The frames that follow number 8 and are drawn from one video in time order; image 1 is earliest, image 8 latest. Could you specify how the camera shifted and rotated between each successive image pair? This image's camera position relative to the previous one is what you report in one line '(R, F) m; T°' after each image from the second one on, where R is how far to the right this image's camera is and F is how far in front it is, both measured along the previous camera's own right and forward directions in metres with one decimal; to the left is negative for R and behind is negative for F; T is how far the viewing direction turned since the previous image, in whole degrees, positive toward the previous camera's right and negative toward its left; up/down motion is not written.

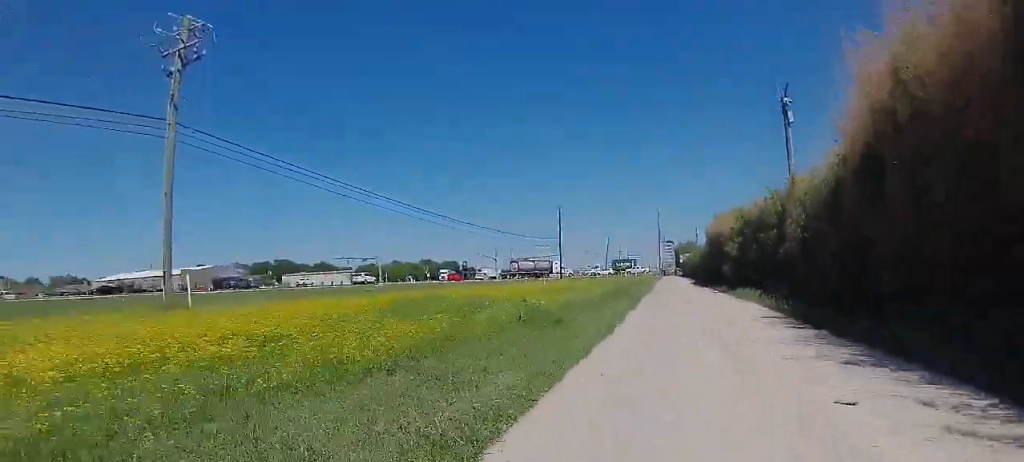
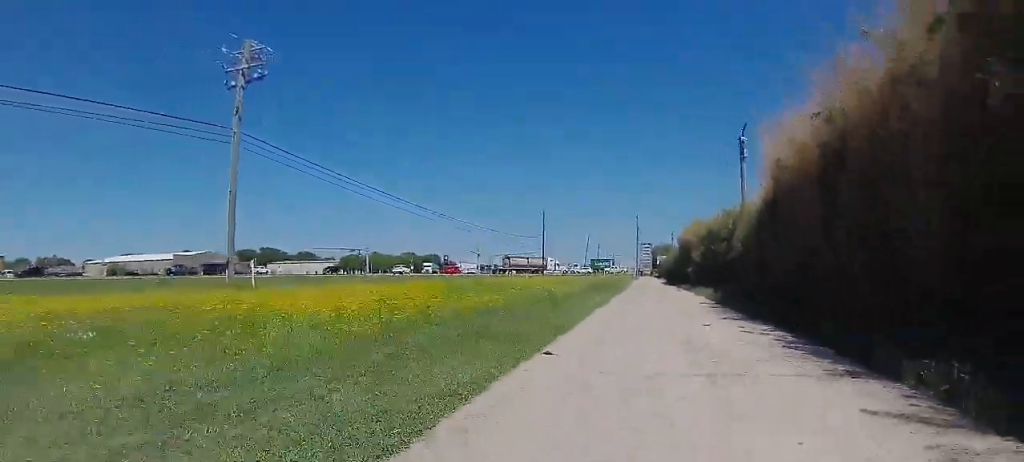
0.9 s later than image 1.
(-0.4, +5.1) m; 0°
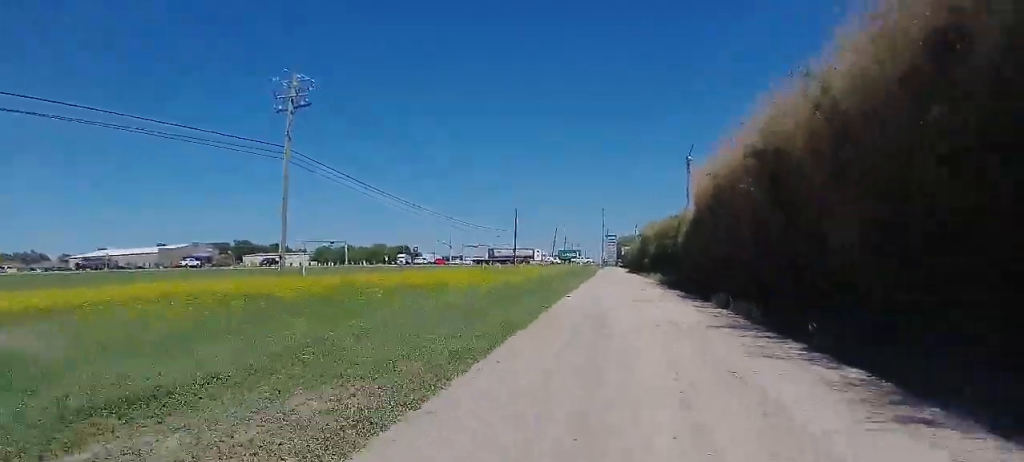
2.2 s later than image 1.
(+0.5, +7.0) m; +4°
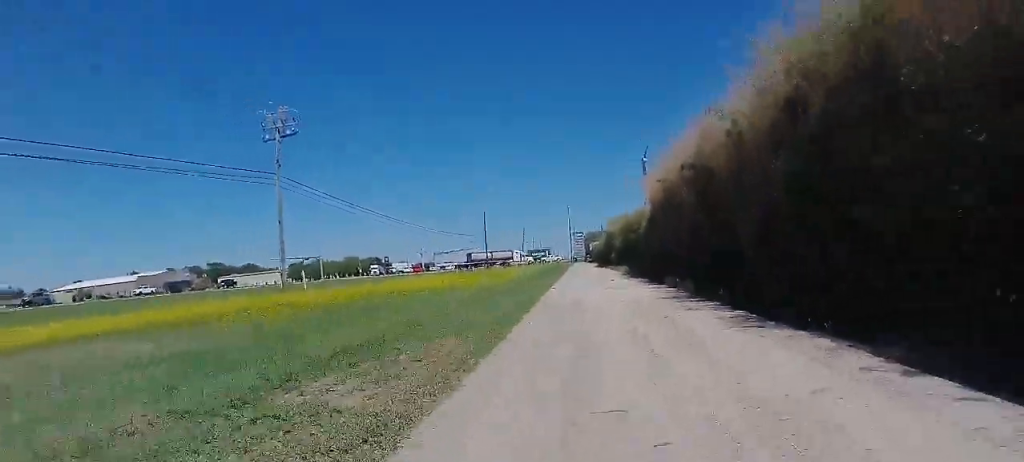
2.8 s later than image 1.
(0.0, +3.2) m; 0°
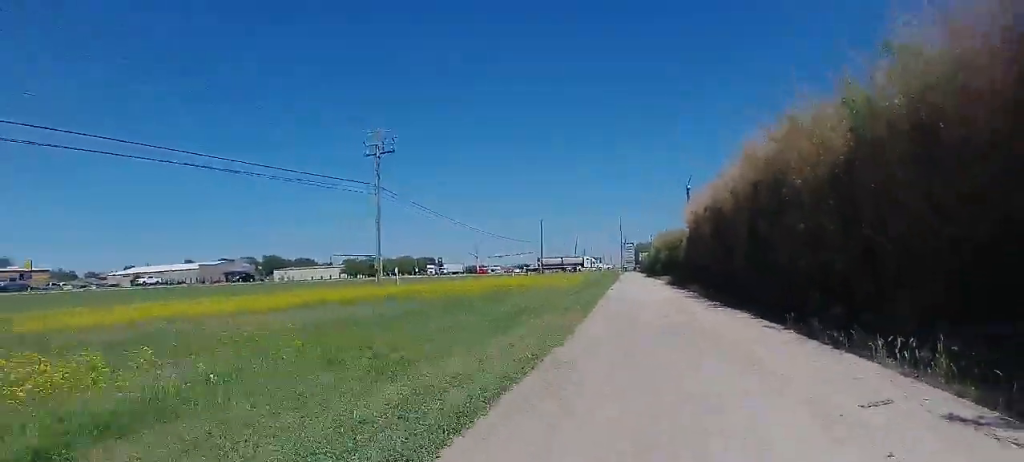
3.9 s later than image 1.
(0.0, +6.4) m; 0°
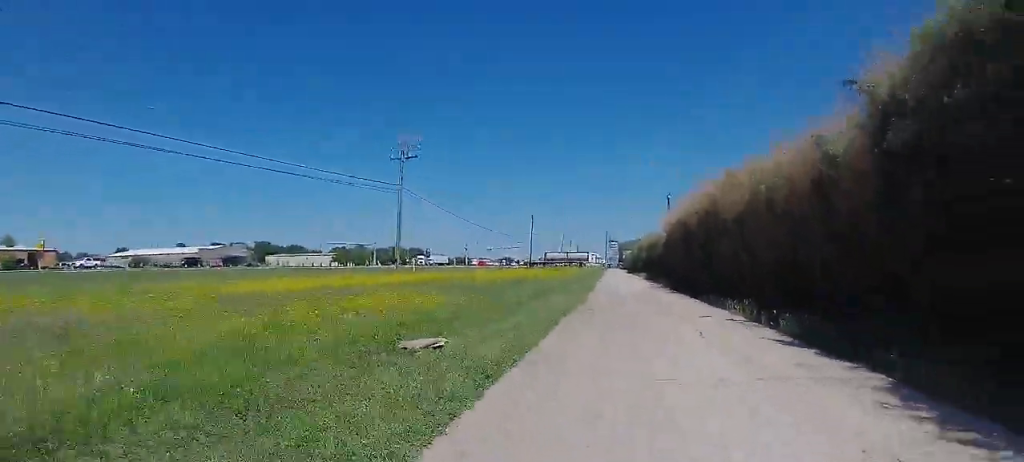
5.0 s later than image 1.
(0.0, +6.4) m; 0°
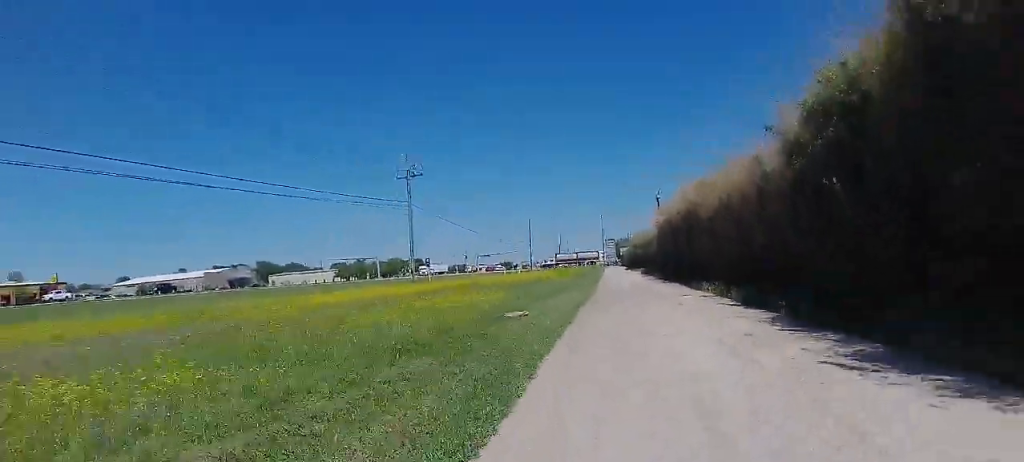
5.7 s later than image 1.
(0.0, +3.8) m; 0°
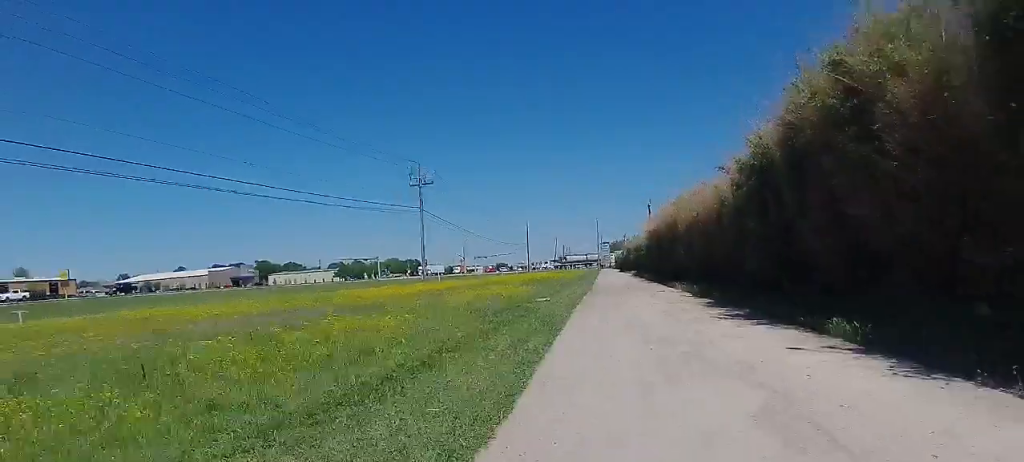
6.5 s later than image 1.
(0.0, +4.7) m; 0°
